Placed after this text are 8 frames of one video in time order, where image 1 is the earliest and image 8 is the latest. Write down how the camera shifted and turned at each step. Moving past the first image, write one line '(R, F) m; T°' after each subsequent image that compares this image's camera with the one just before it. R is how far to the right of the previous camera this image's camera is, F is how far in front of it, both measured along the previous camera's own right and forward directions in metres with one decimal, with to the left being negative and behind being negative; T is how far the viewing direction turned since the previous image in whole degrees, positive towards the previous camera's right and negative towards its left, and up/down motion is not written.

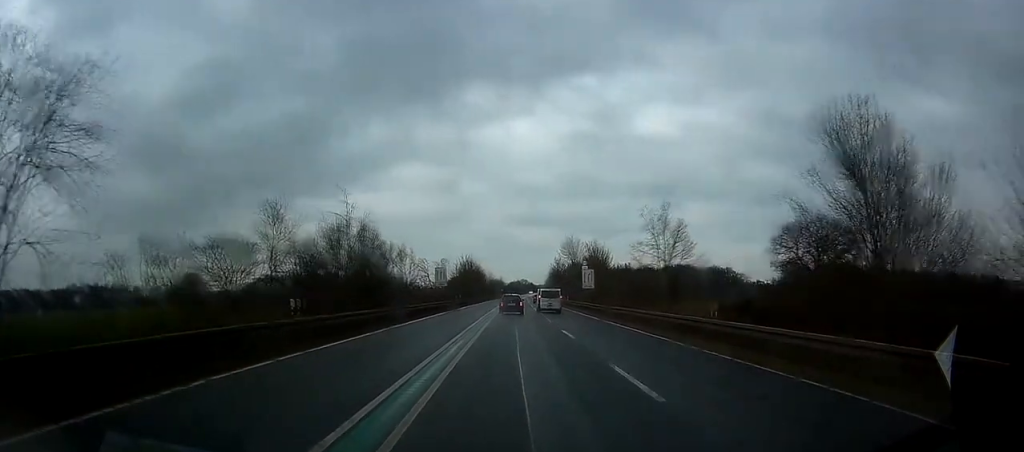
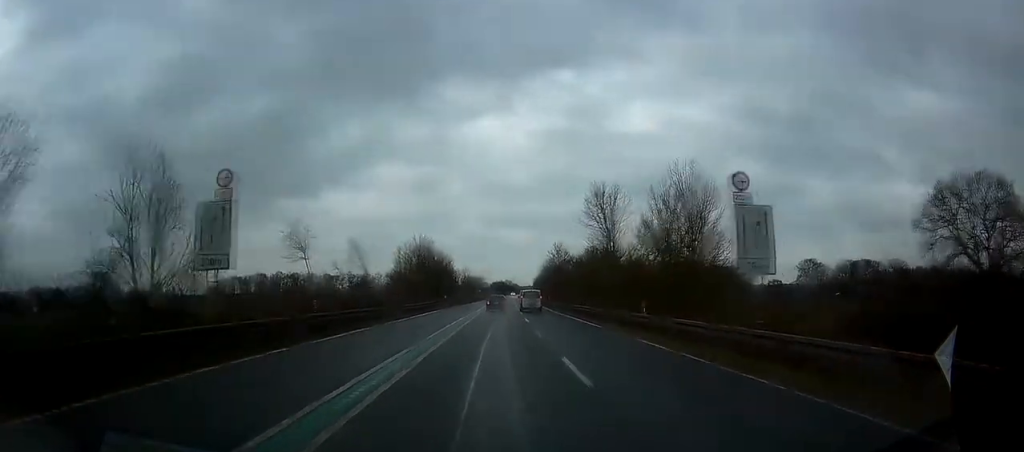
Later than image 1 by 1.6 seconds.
(+0.4, +46.7) m; 0°
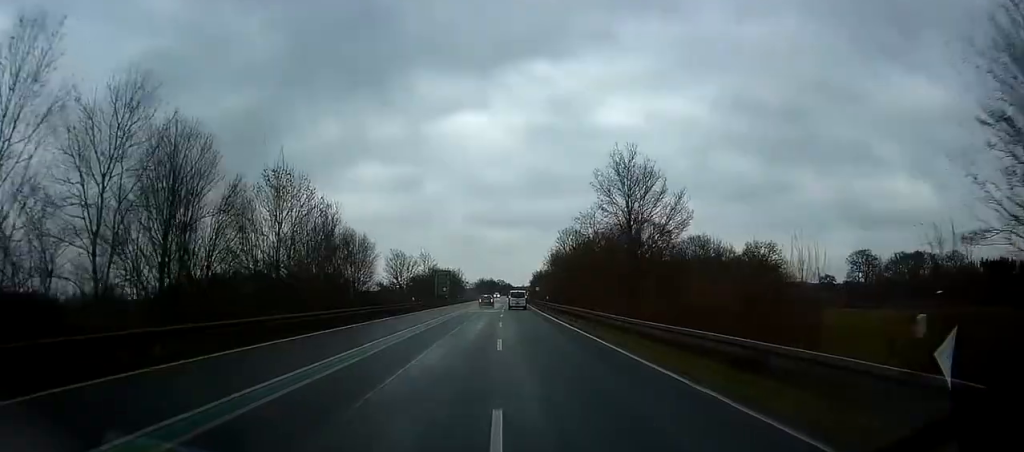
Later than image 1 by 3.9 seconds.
(+1.3, +66.9) m; +2°
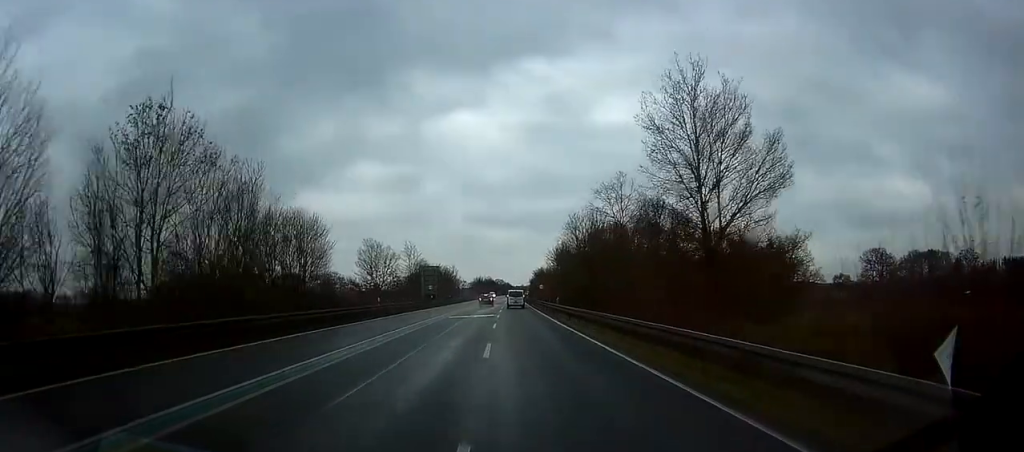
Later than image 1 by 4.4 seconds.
(-0.1, +14.1) m; 0°
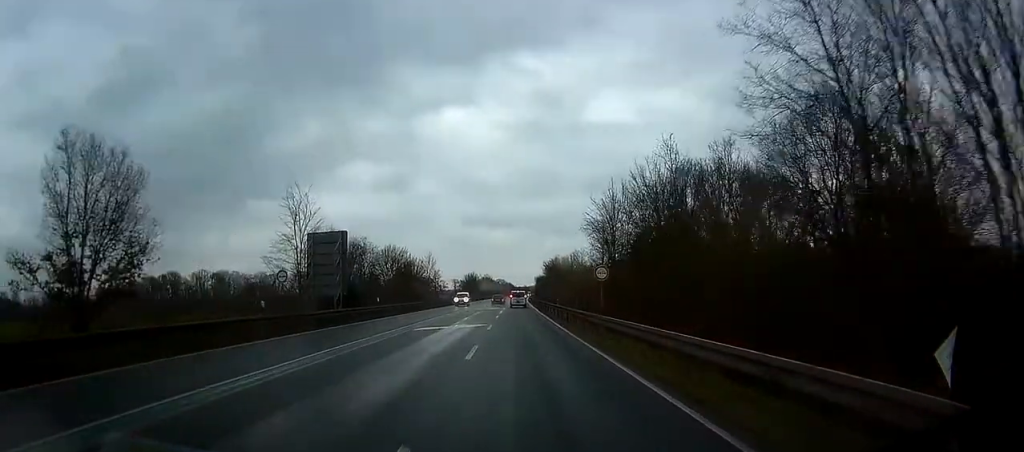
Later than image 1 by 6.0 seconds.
(+0.4, +48.4) m; +1°
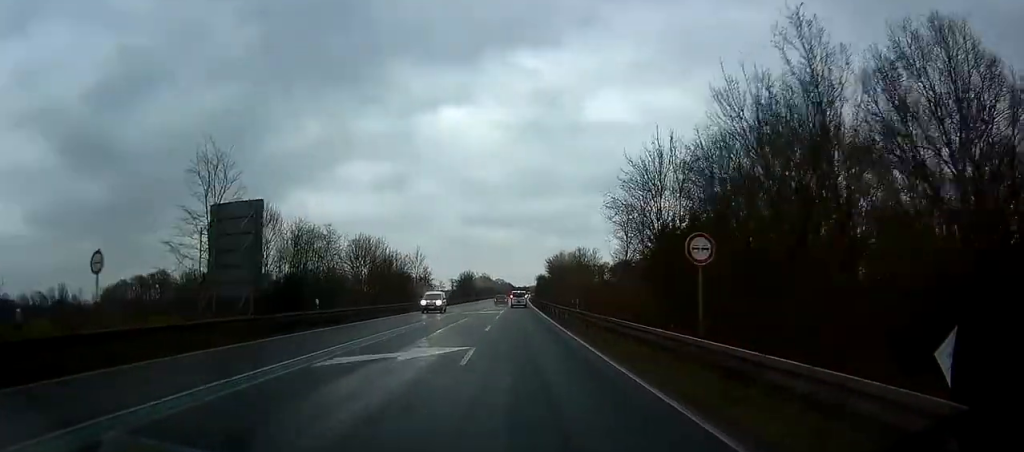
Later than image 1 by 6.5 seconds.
(0.0, +13.0) m; +1°
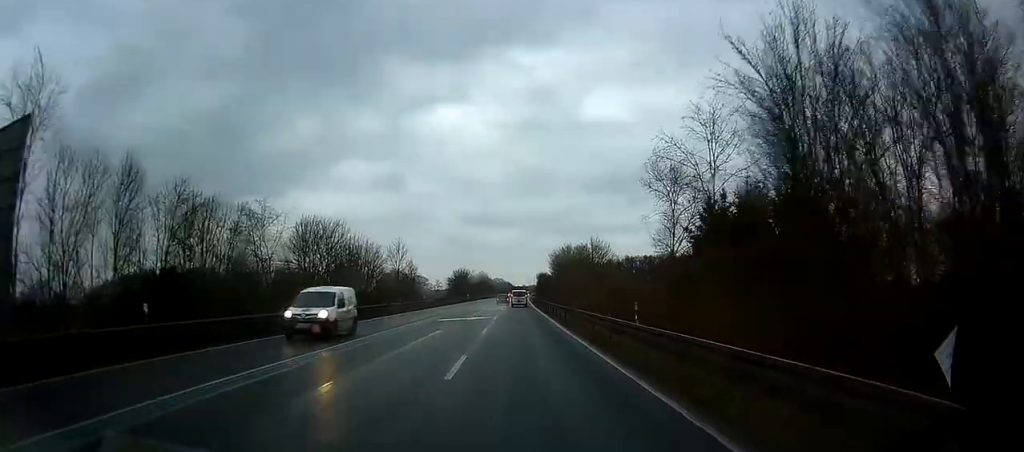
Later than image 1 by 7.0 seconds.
(+0.1, +14.5) m; 0°
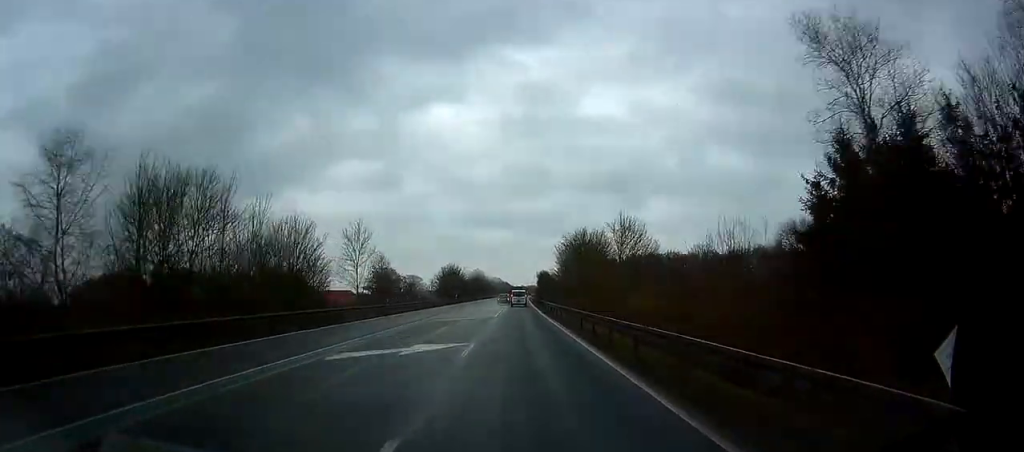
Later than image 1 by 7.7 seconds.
(+0.1, +20.3) m; 0°
